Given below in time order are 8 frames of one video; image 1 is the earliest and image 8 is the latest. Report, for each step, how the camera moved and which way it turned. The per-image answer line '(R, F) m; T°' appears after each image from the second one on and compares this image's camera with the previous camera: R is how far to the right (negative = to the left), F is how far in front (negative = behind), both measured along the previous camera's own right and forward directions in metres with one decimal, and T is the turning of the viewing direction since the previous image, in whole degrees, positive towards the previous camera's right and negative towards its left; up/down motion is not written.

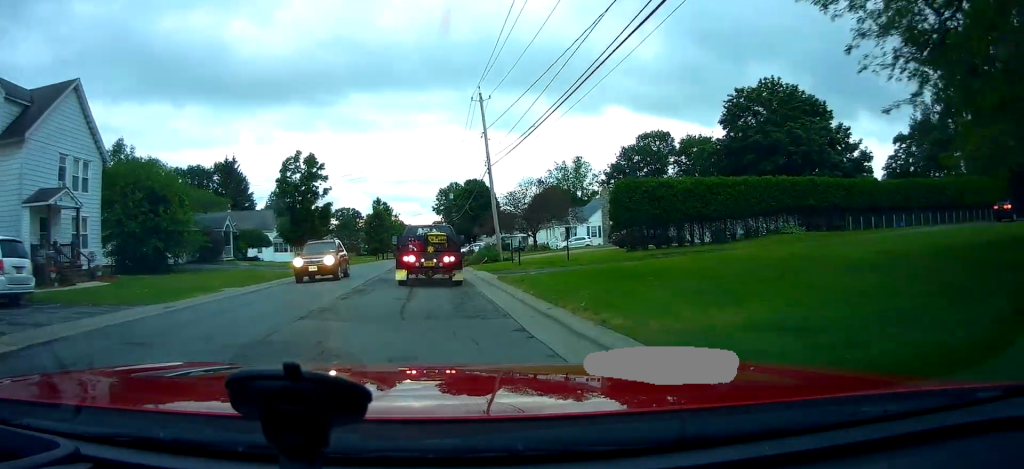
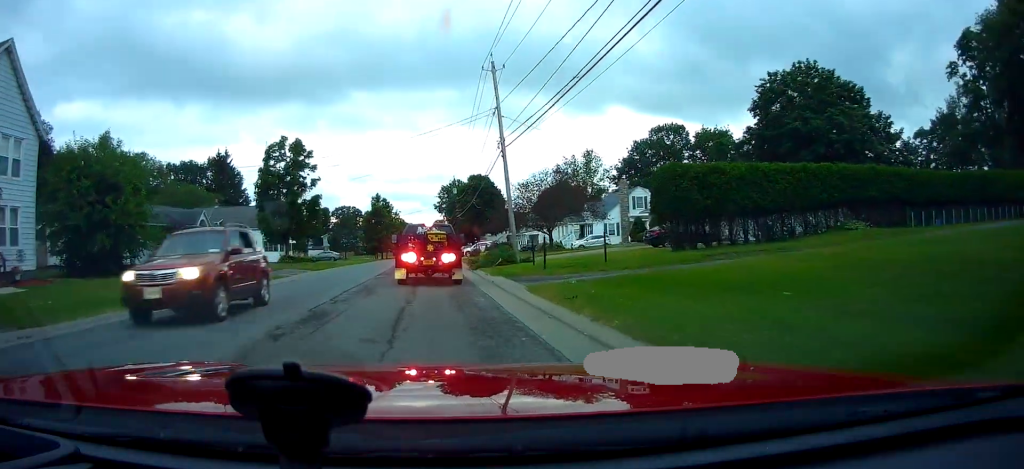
(-0.1, +6.0) m; -1°
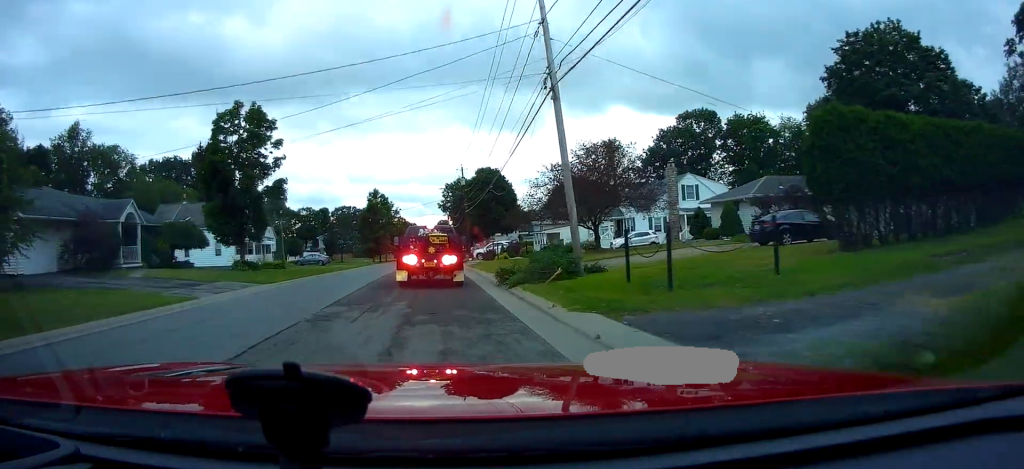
(0.0, +11.7) m; +1°
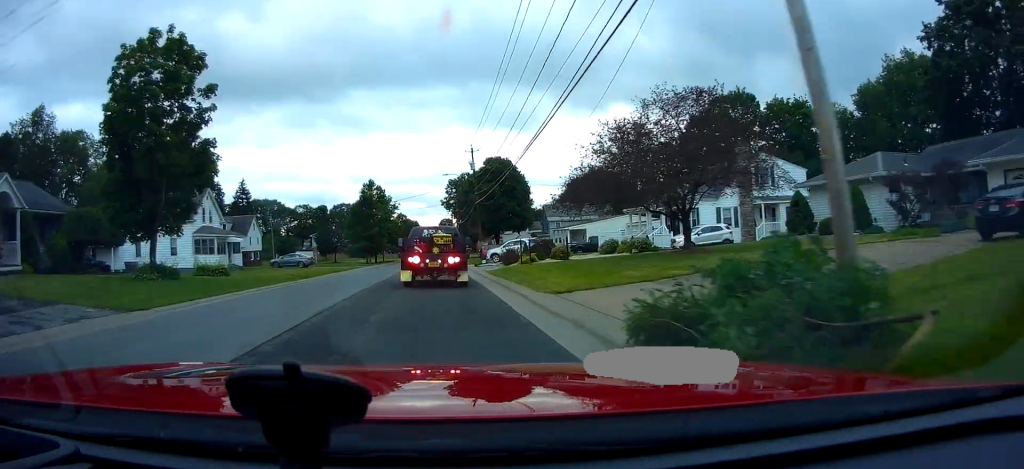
(+0.3, +11.7) m; 0°
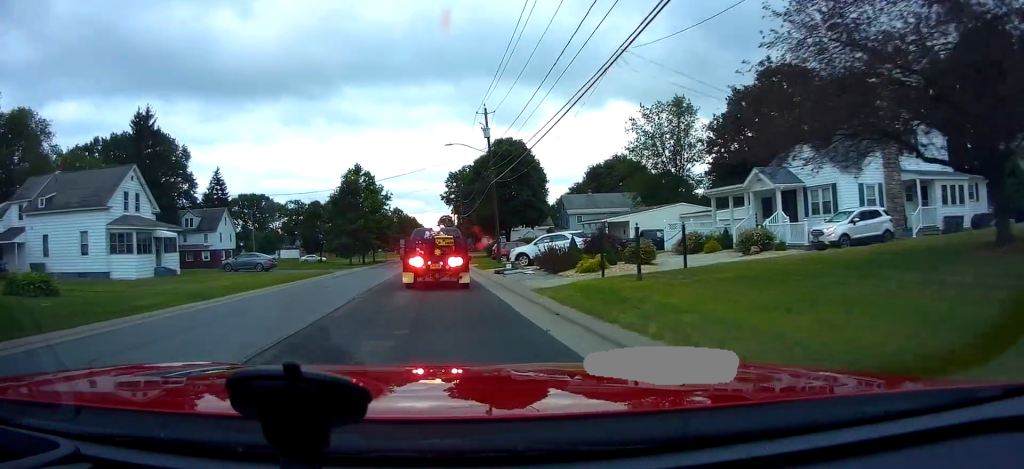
(-0.8, +14.4) m; -4°
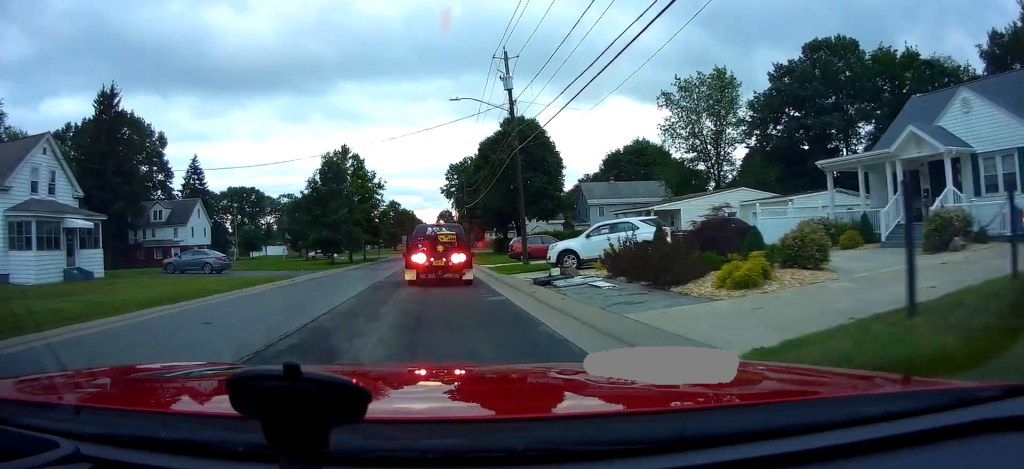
(+0.3, +10.5) m; +2°
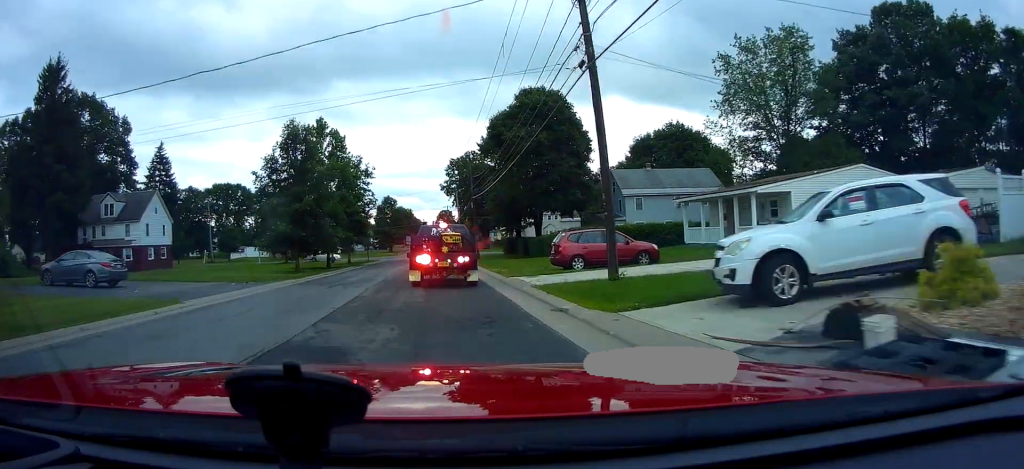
(-0.1, +12.9) m; -2°
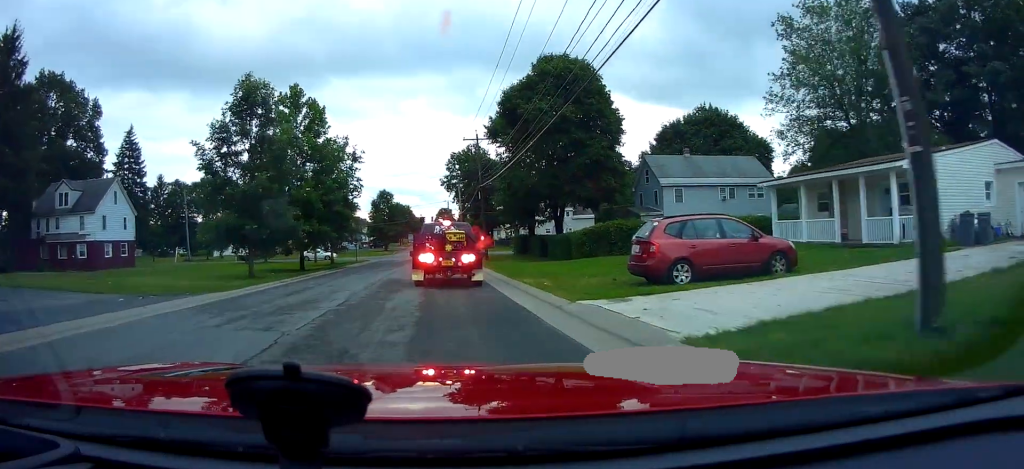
(-0.2, +9.2) m; +3°
